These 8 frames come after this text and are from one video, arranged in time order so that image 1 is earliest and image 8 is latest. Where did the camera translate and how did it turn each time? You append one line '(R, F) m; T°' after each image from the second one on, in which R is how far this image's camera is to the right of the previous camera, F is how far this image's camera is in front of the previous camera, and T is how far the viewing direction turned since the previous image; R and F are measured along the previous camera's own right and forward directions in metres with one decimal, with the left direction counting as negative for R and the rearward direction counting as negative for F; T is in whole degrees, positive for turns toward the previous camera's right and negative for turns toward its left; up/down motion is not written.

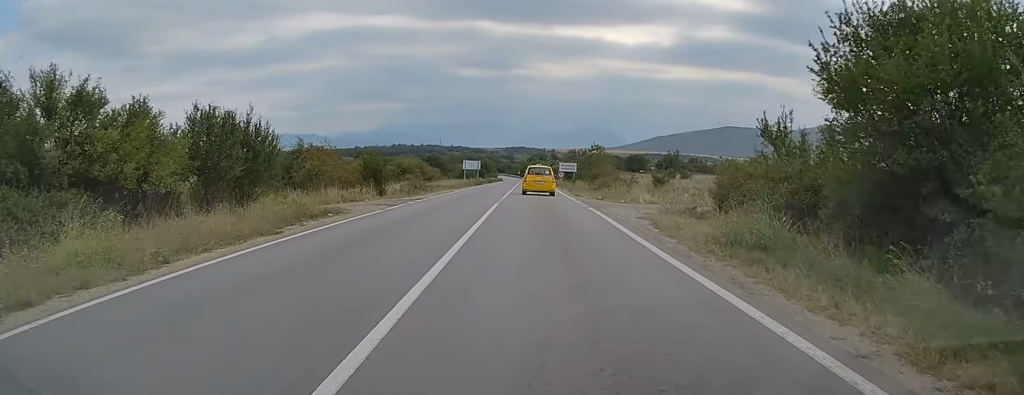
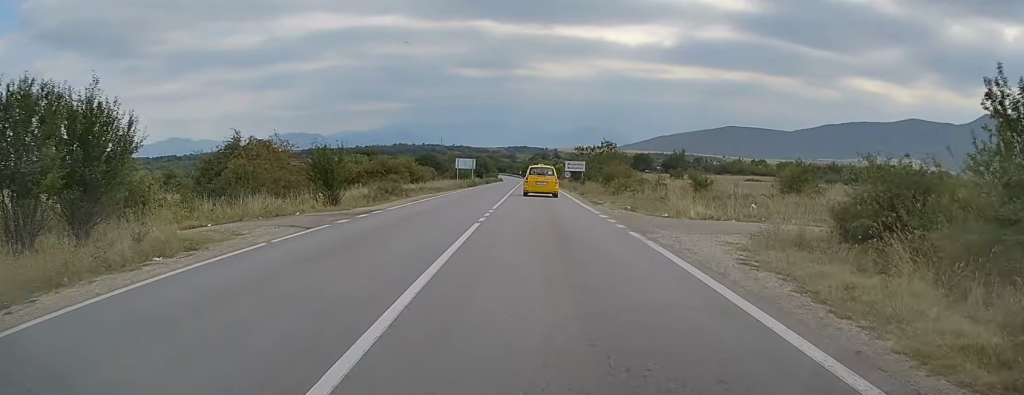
(0.0, +10.5) m; 0°
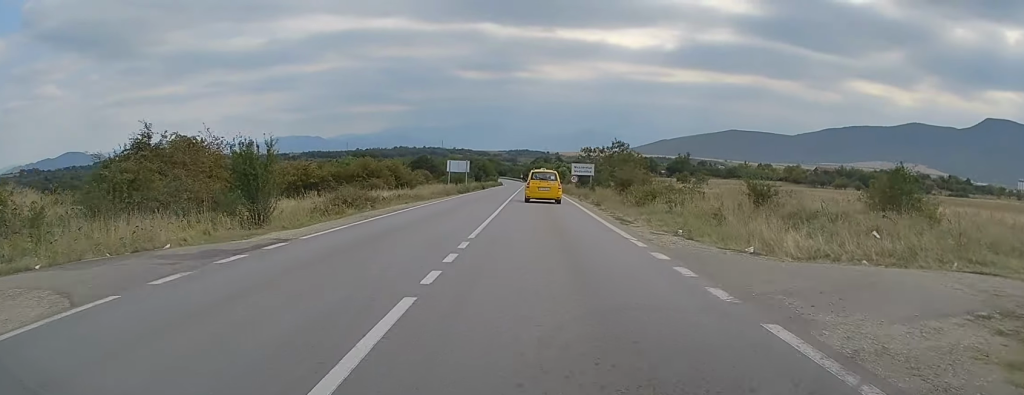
(0.0, +9.1) m; 0°
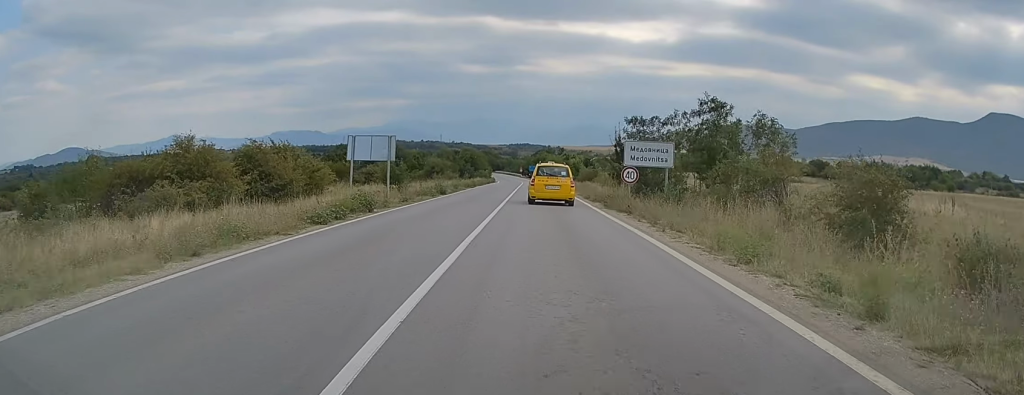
(-0.2, +36.6) m; 0°
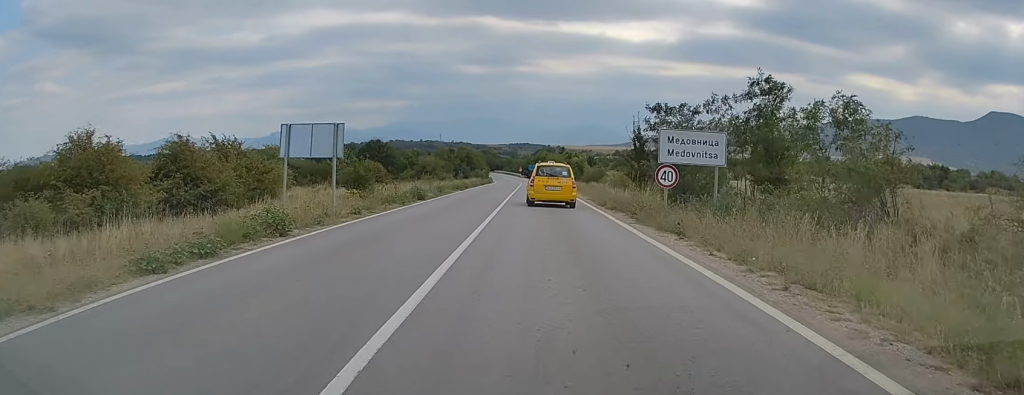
(0.0, +8.2) m; 0°
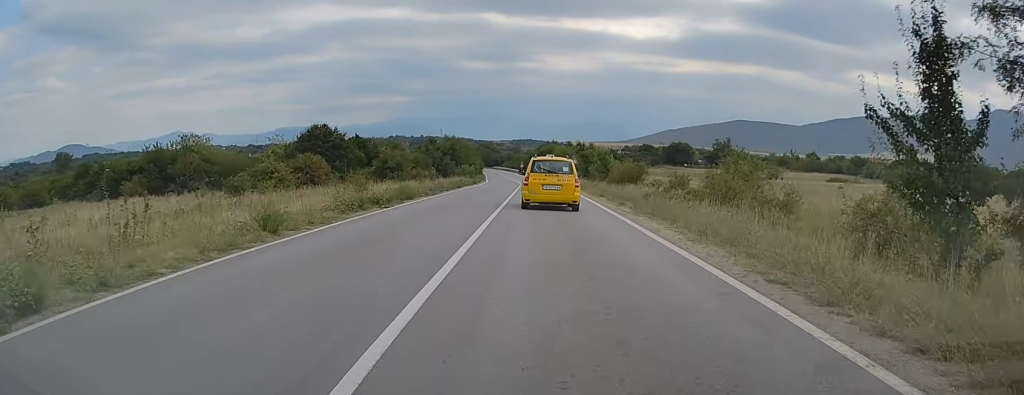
(+0.3, +27.2) m; +1°
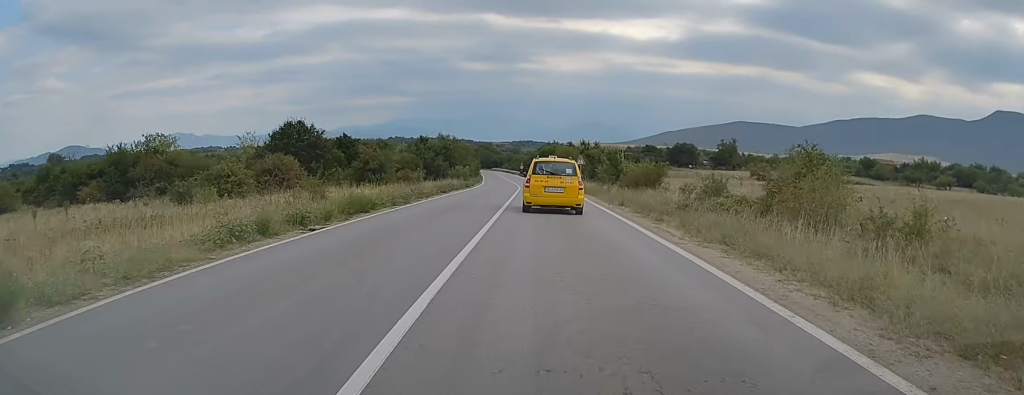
(0.0, +8.1) m; 0°
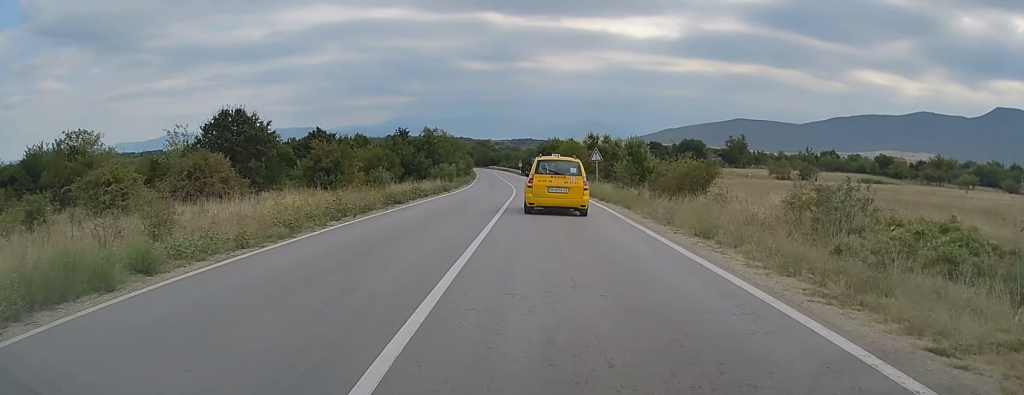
(-0.1, +13.8) m; 0°
